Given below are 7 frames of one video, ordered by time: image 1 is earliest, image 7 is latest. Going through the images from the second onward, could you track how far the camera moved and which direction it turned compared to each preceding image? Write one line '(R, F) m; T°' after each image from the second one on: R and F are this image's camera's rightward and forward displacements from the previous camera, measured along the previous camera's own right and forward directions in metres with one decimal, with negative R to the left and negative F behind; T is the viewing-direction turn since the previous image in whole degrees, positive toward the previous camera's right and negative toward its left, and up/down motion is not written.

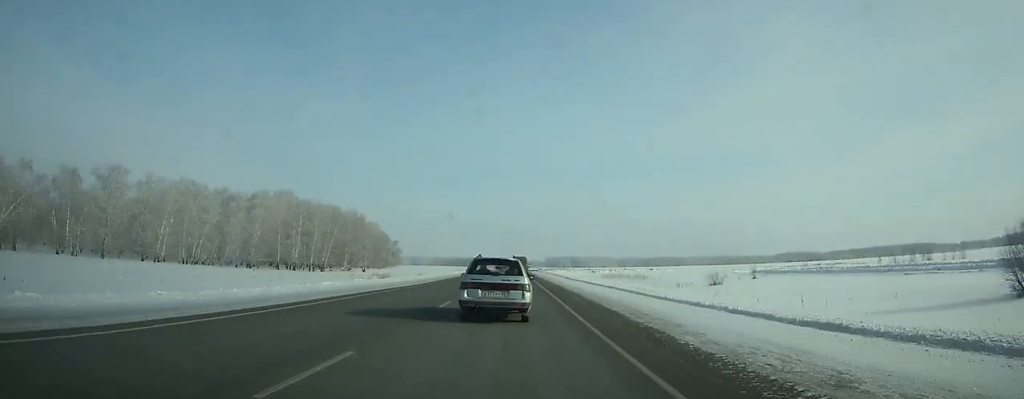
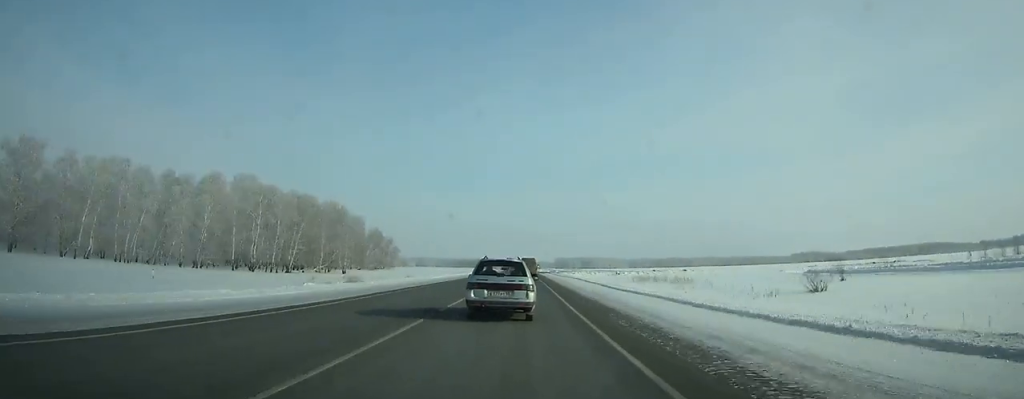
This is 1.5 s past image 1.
(-0.5, +31.3) m; 0°
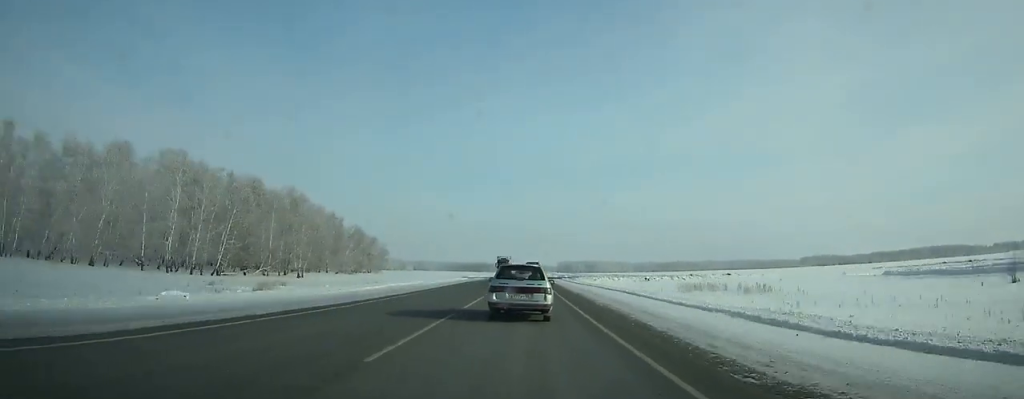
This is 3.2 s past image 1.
(-0.3, +35.3) m; 0°
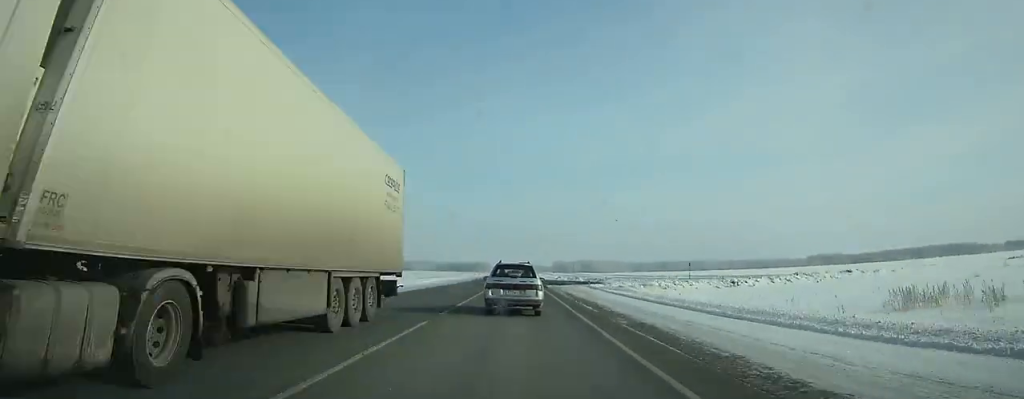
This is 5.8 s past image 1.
(+0.1, +52.4) m; 0°
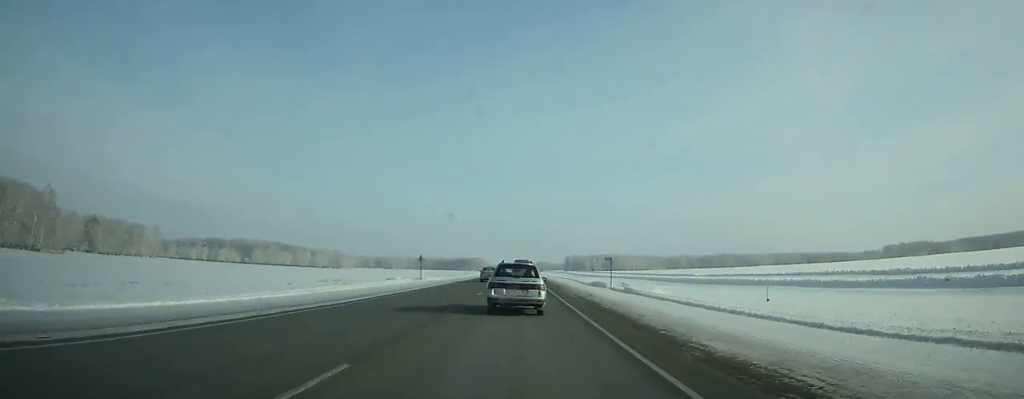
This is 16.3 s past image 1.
(-0.7, +216.7) m; -1°
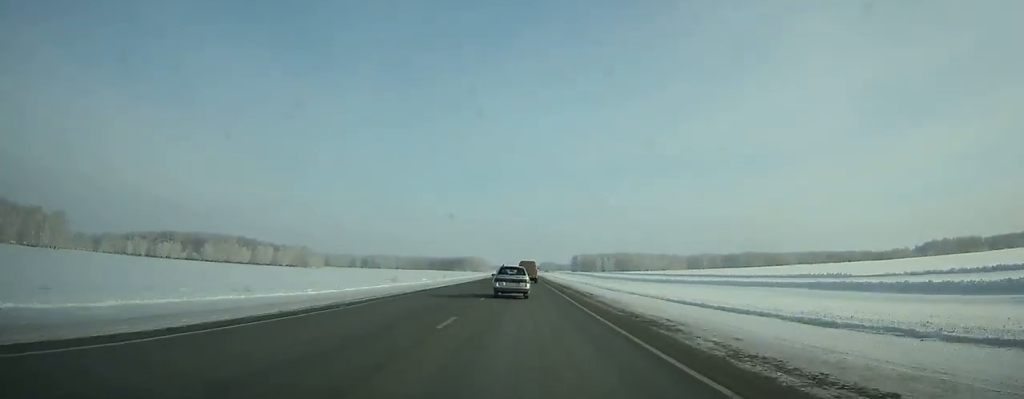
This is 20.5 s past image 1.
(+0.2, +91.4) m; 0°
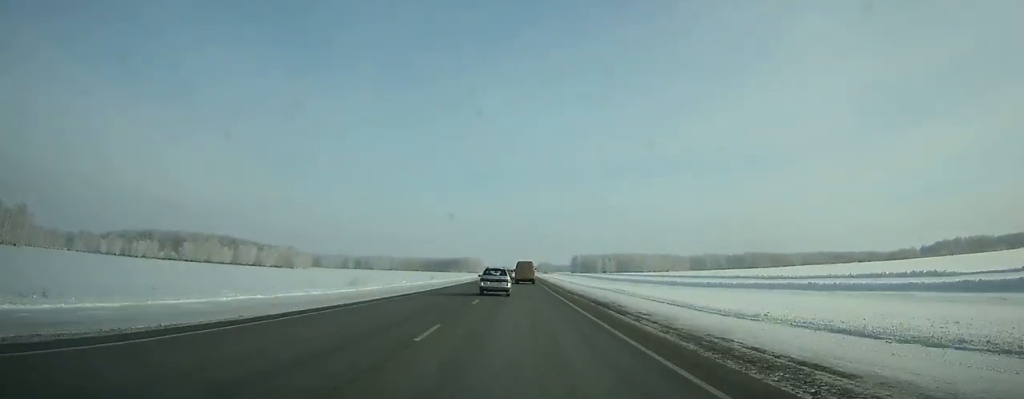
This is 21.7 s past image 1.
(0.0, +27.2) m; 0°
